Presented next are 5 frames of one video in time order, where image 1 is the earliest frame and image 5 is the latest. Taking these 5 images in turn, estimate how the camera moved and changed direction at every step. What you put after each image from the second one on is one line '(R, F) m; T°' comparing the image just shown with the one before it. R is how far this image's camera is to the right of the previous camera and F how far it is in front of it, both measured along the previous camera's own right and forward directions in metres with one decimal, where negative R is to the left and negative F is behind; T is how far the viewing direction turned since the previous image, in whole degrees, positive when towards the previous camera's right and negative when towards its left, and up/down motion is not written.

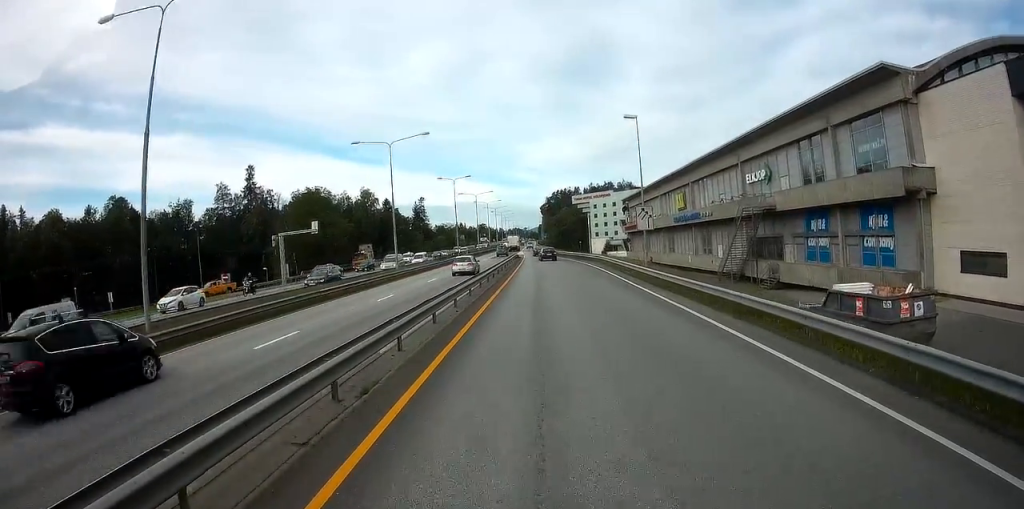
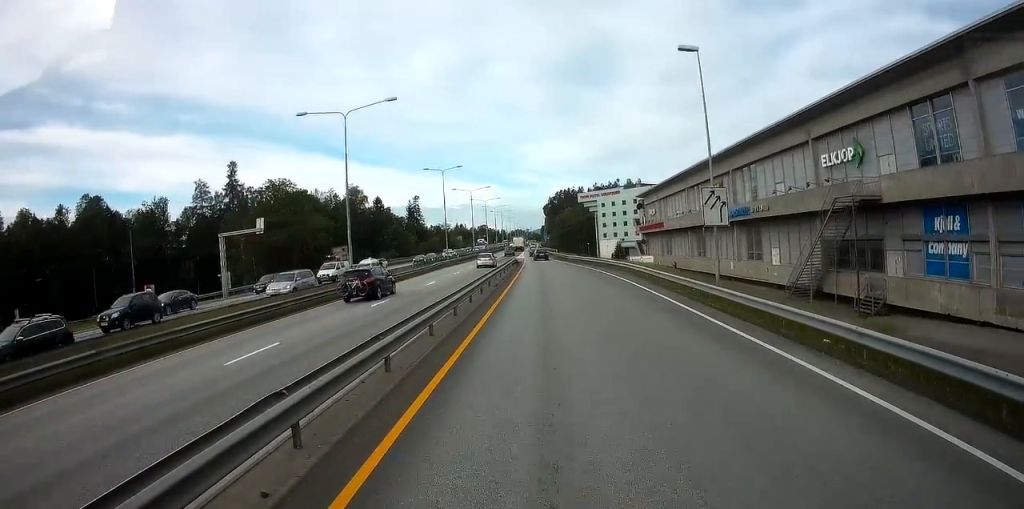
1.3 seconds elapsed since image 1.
(-0.1, +13.6) m; -2°
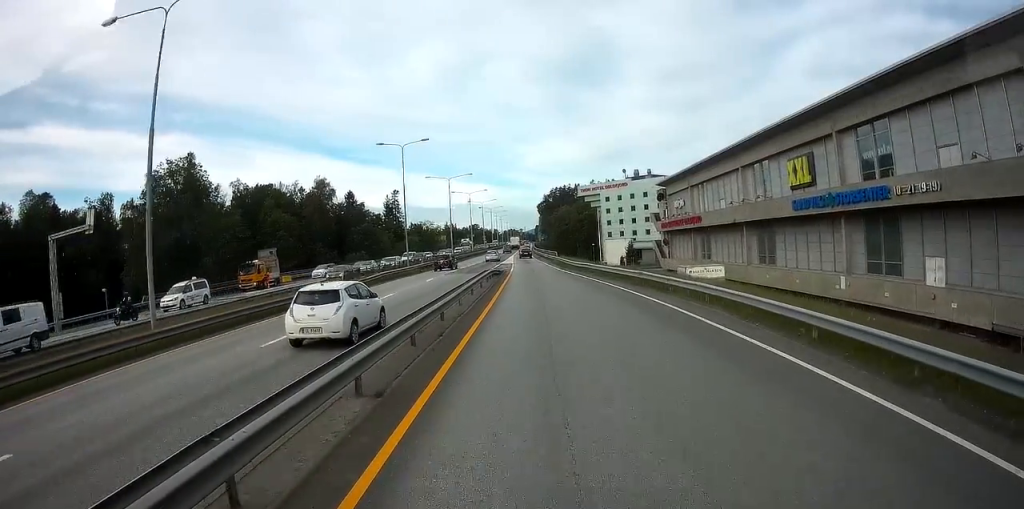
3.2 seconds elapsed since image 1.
(0.0, +21.3) m; +1°
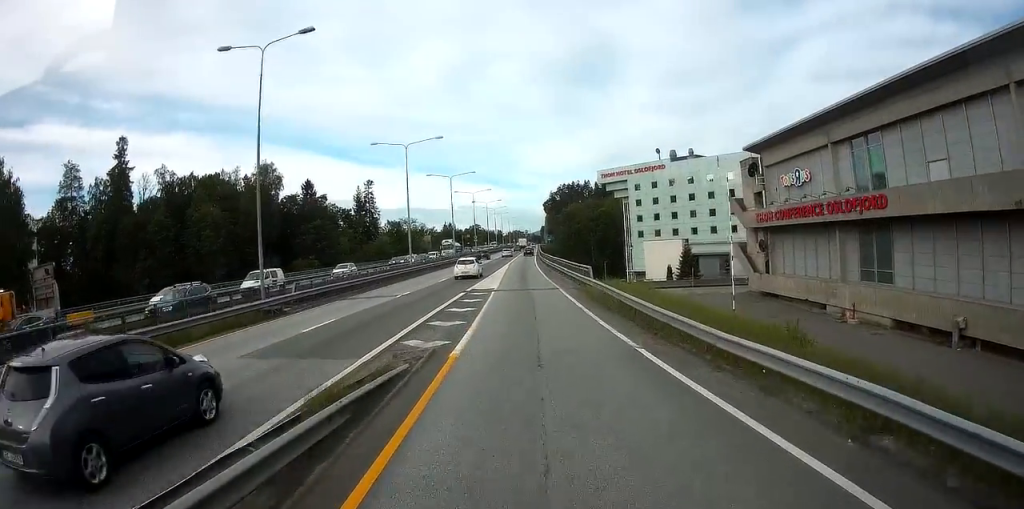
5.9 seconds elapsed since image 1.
(-0.9, +33.4) m; -3°
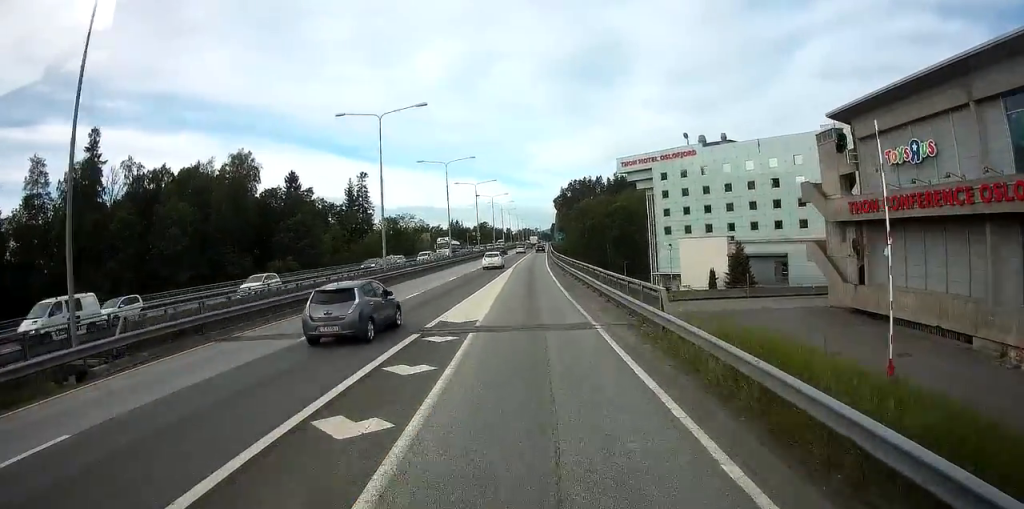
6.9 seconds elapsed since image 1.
(0.0, +13.5) m; 0°
